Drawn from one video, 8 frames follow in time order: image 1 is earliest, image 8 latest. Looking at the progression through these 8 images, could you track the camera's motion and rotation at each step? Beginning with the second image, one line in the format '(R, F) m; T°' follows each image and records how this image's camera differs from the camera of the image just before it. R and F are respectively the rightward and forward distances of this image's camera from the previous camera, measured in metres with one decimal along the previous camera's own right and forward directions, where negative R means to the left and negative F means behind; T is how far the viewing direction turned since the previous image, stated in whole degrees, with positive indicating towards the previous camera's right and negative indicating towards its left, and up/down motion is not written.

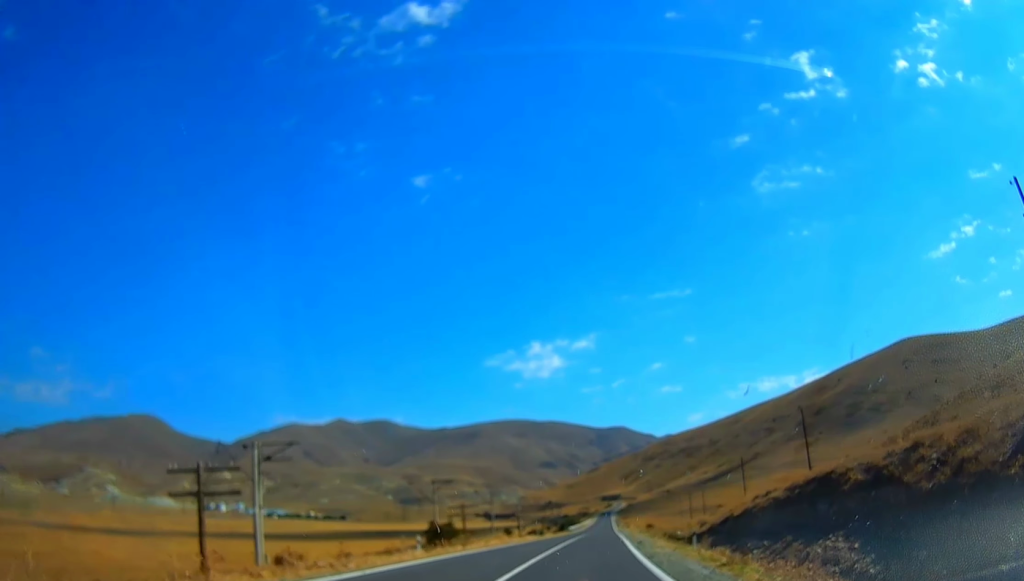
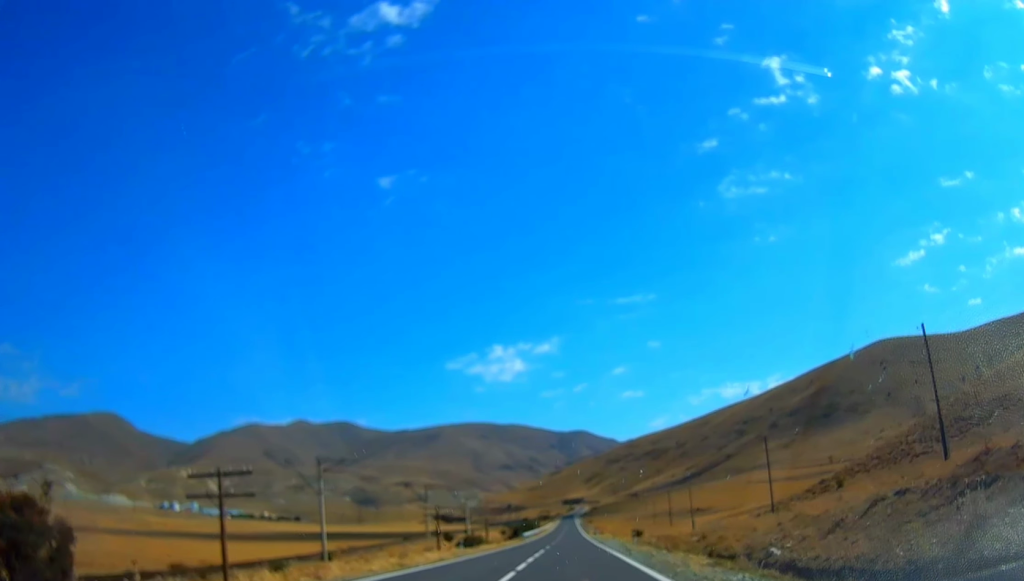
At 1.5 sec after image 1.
(+1.2, +33.7) m; +3°
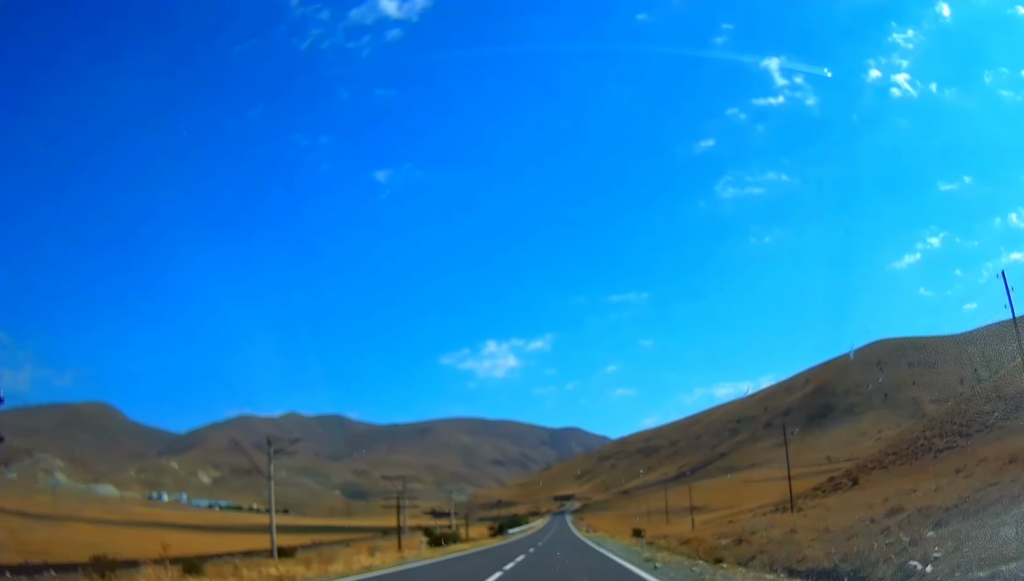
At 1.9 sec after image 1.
(+0.1, +9.6) m; +1°
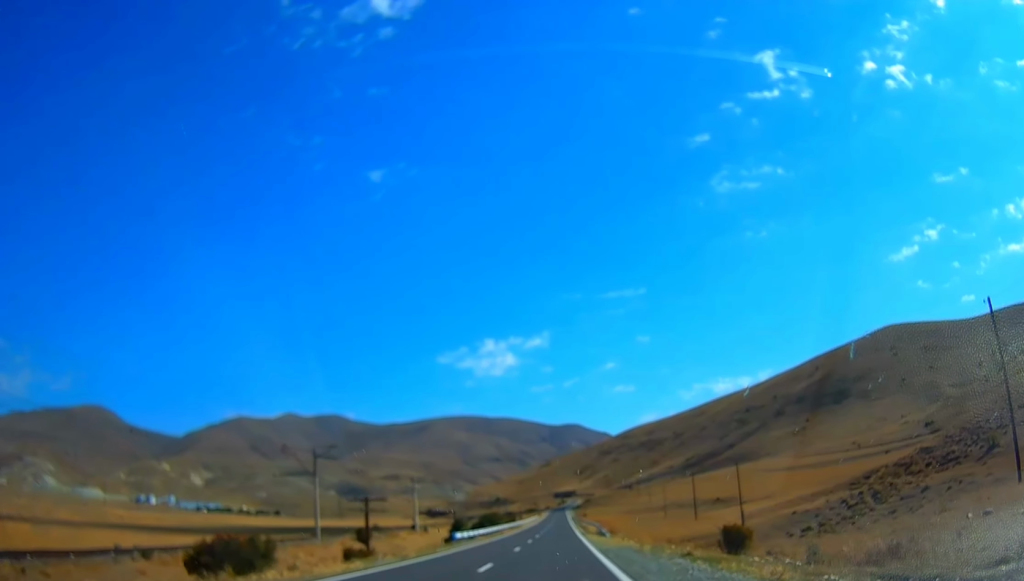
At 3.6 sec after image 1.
(+0.7, +39.5) m; +1°
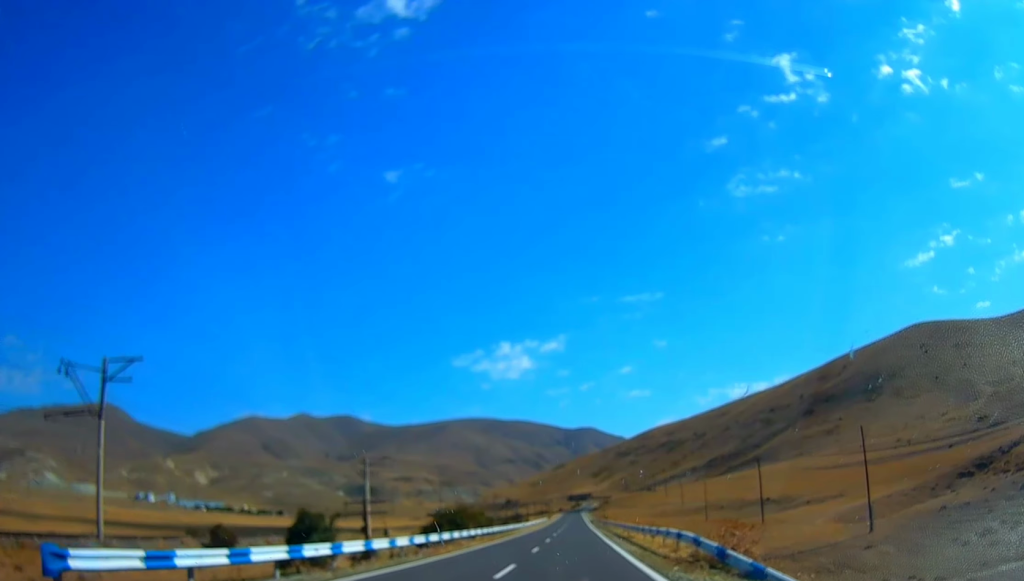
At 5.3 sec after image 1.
(-0.3, +39.2) m; -1°
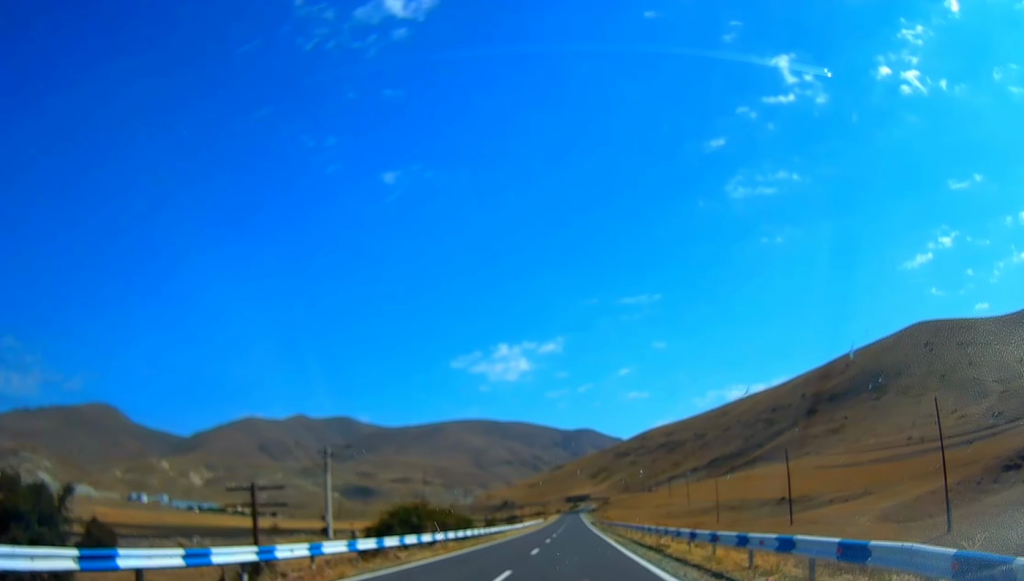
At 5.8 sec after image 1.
(+0.1, +13.7) m; 0°
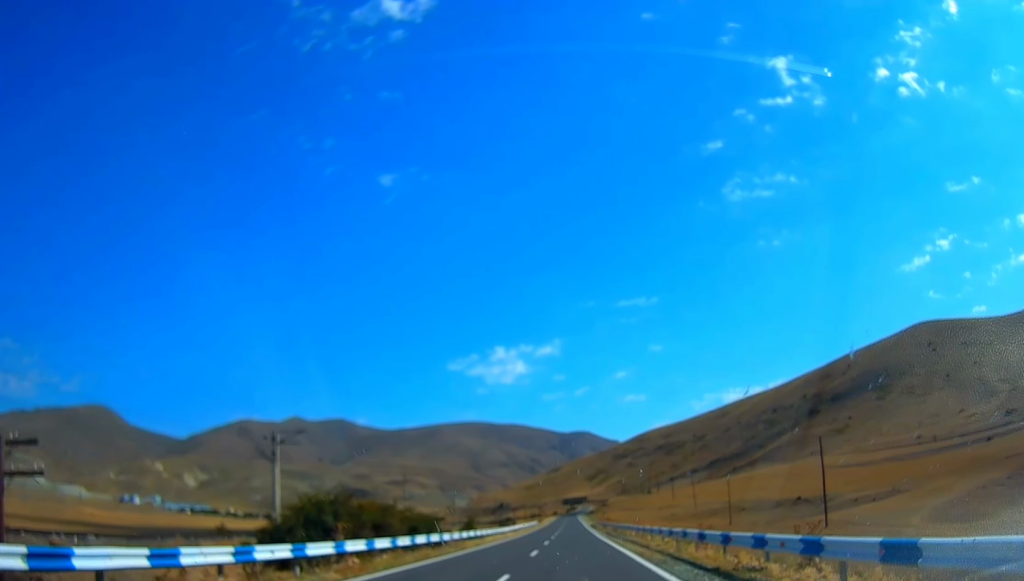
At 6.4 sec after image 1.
(+0.1, +13.7) m; 0°
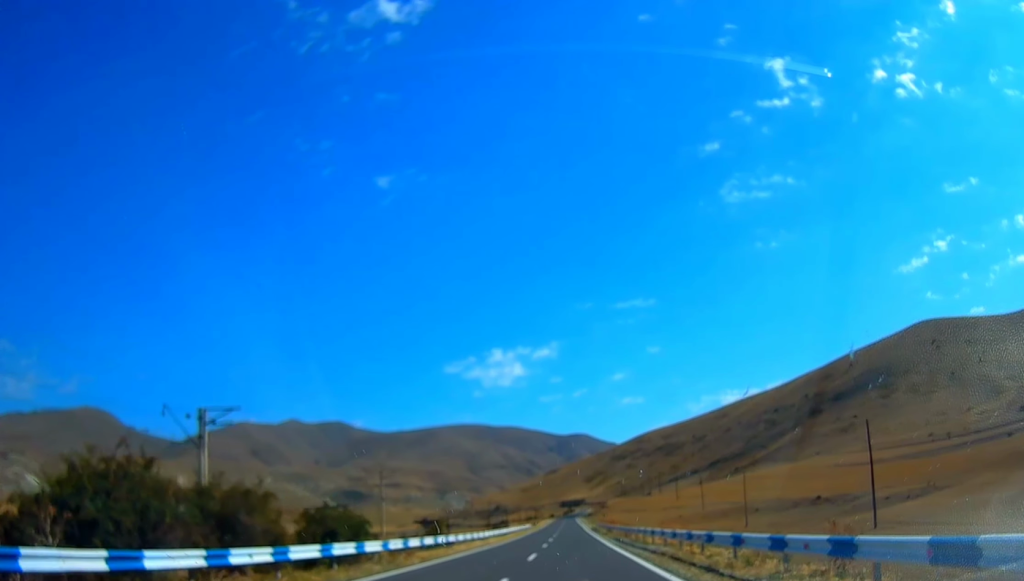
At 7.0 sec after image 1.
(-0.1, +12.8) m; 0°
